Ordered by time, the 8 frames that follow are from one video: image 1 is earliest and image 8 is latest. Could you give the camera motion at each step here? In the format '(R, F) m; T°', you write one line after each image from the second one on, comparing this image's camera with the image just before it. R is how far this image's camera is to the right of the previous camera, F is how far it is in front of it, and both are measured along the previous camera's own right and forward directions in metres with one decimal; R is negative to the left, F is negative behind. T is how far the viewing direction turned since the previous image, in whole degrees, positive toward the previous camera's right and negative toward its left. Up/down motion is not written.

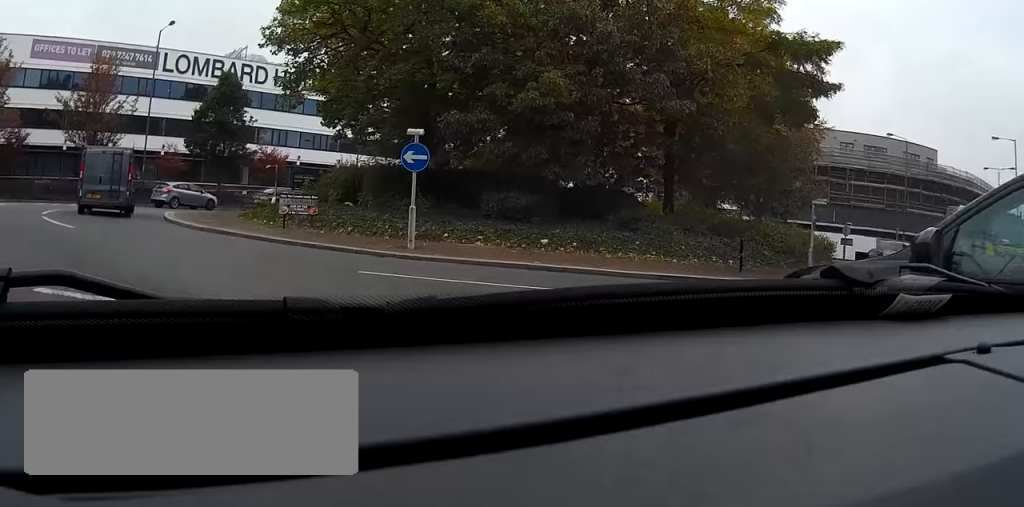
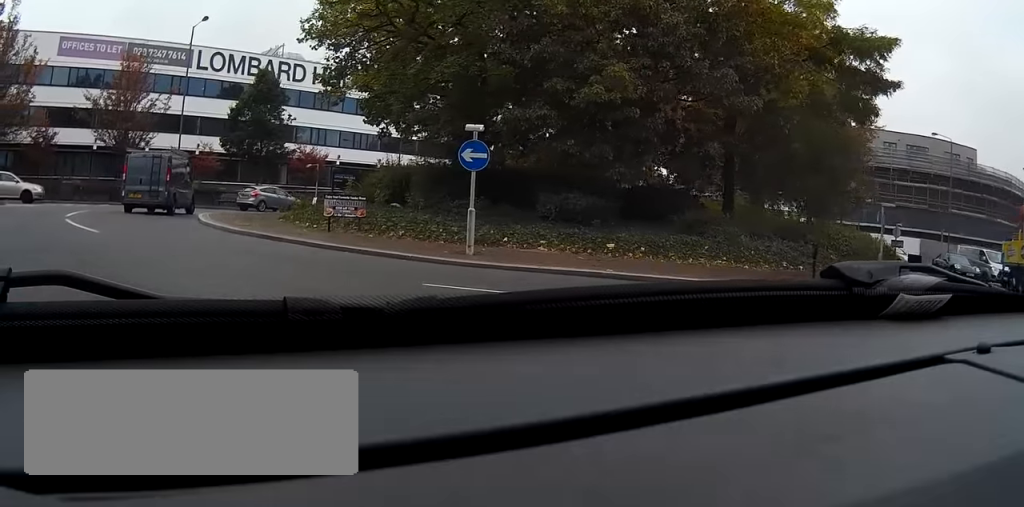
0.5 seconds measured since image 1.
(0.0, +1.5) m; +1°
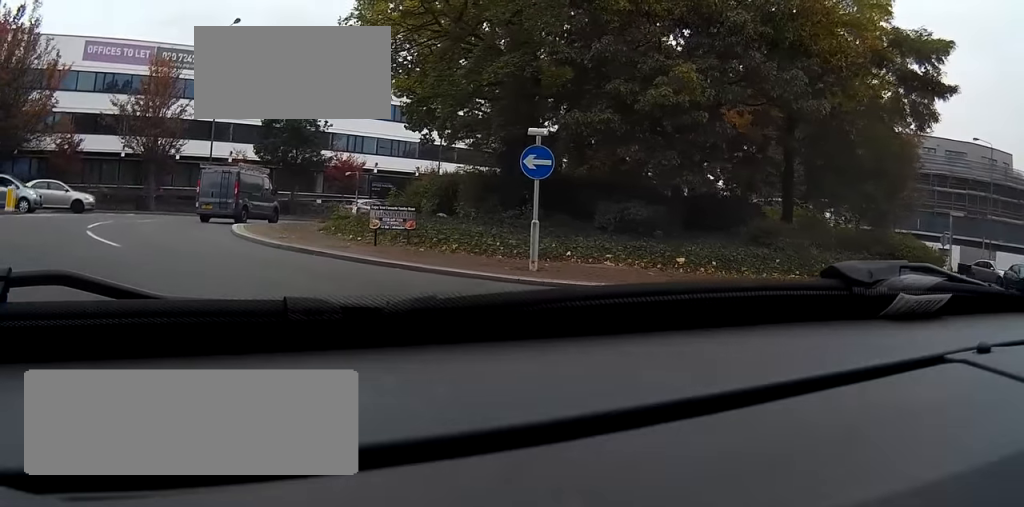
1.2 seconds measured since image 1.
(0.0, +1.7) m; +3°
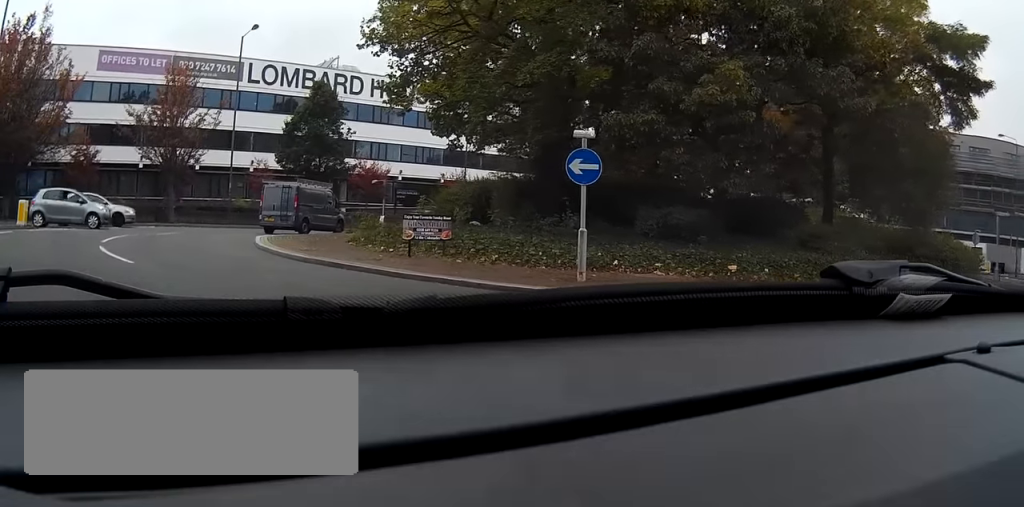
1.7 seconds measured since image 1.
(+0.1, +1.0) m; 0°
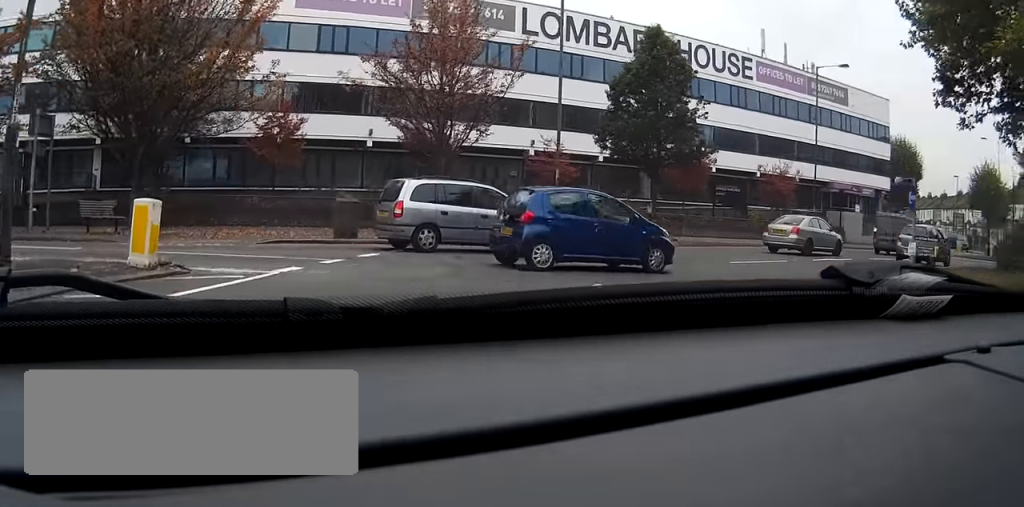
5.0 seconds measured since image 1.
(-5.5, +14.2) m; -19°
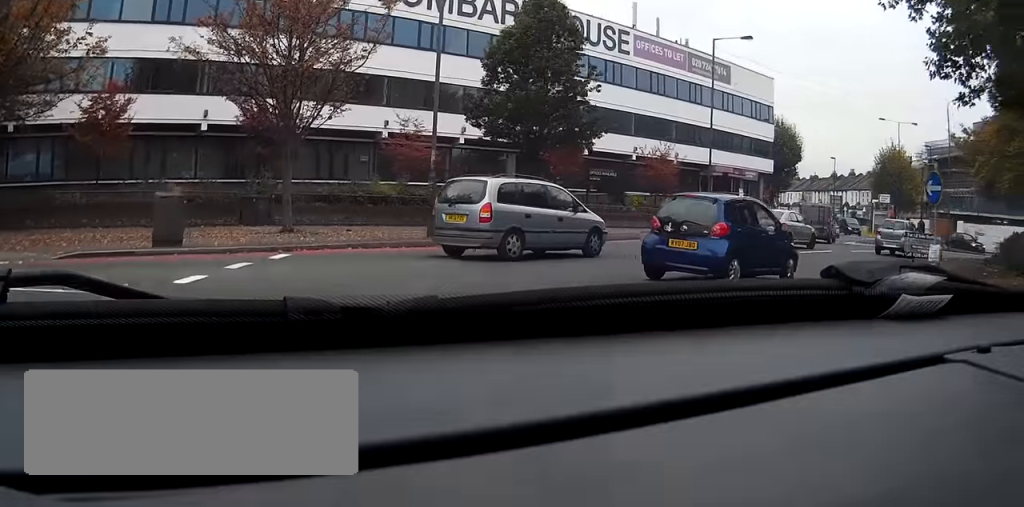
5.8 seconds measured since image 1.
(+0.5, +5.0) m; +11°
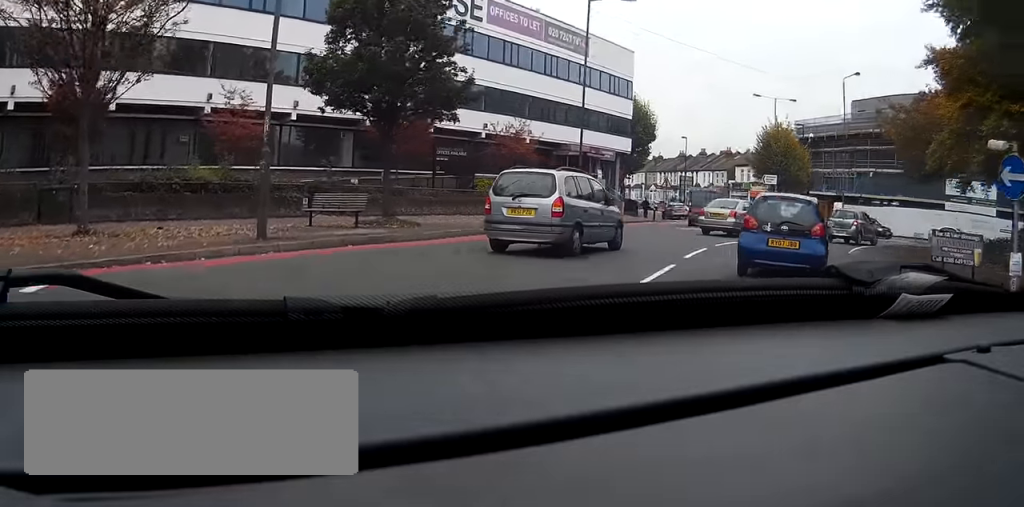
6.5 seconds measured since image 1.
(+0.5, +5.1) m; +12°
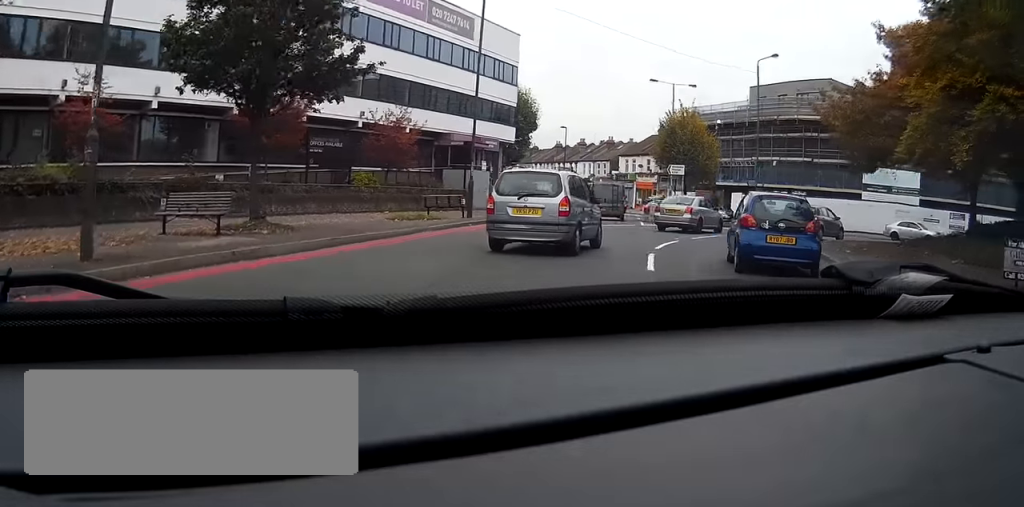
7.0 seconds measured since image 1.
(+0.1, +3.9) m; +10°
